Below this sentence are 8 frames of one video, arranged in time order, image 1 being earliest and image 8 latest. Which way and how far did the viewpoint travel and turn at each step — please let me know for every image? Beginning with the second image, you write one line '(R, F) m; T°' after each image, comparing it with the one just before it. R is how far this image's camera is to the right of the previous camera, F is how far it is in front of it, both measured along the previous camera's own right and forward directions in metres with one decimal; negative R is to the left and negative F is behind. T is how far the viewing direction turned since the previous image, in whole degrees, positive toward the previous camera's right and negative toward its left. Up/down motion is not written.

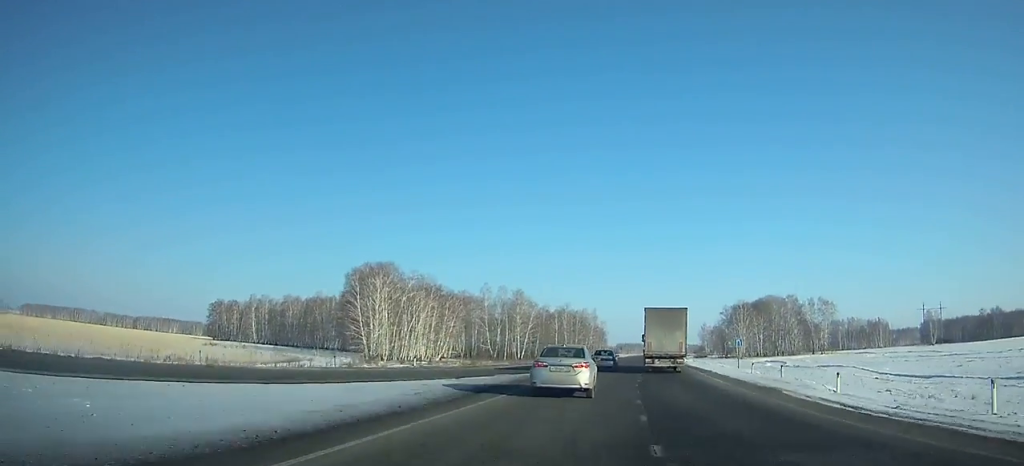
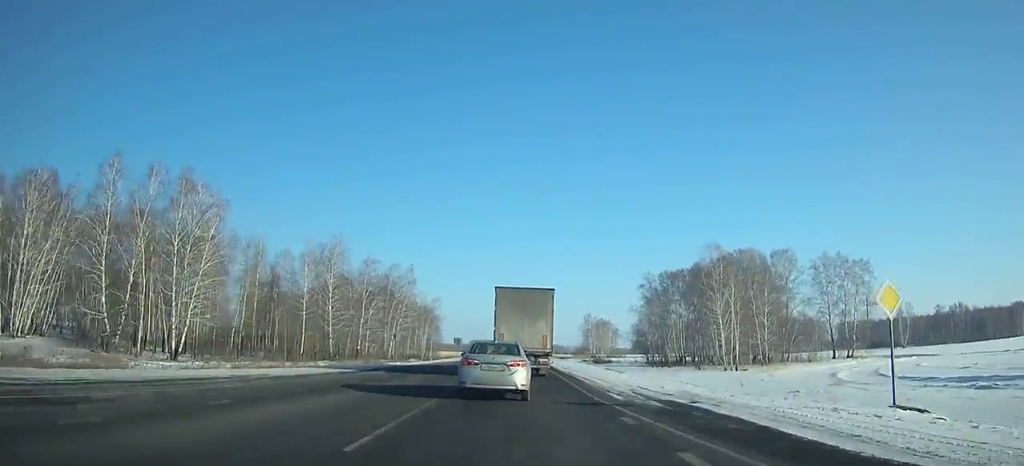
(+19.6, +95.3) m; +14°
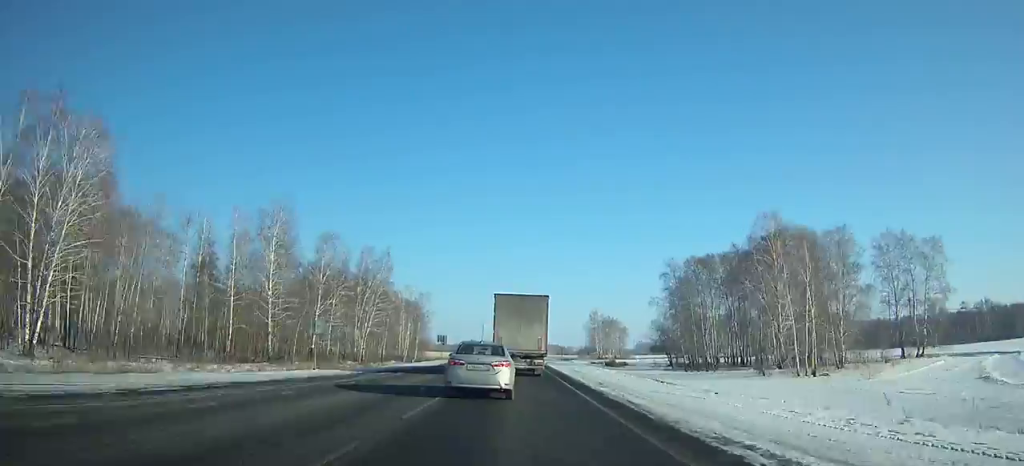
(0.0, +21.9) m; 0°
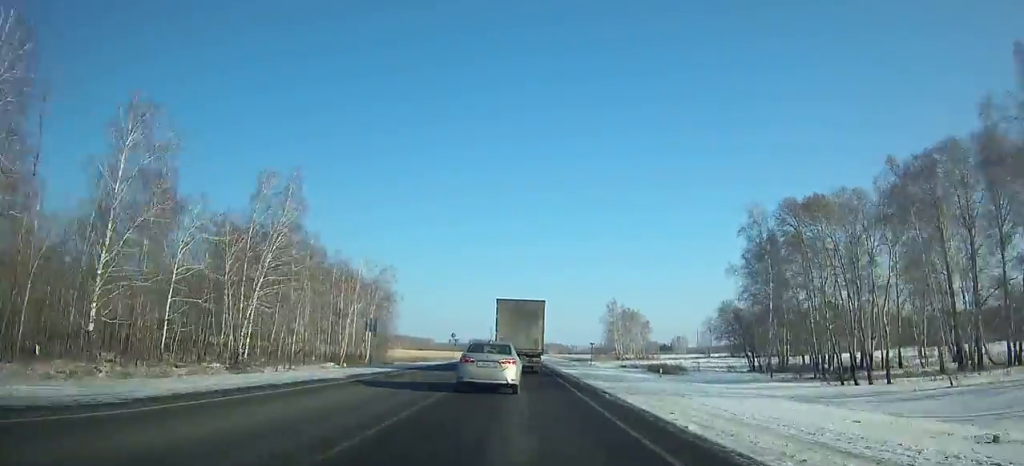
(-0.4, +40.5) m; 0°
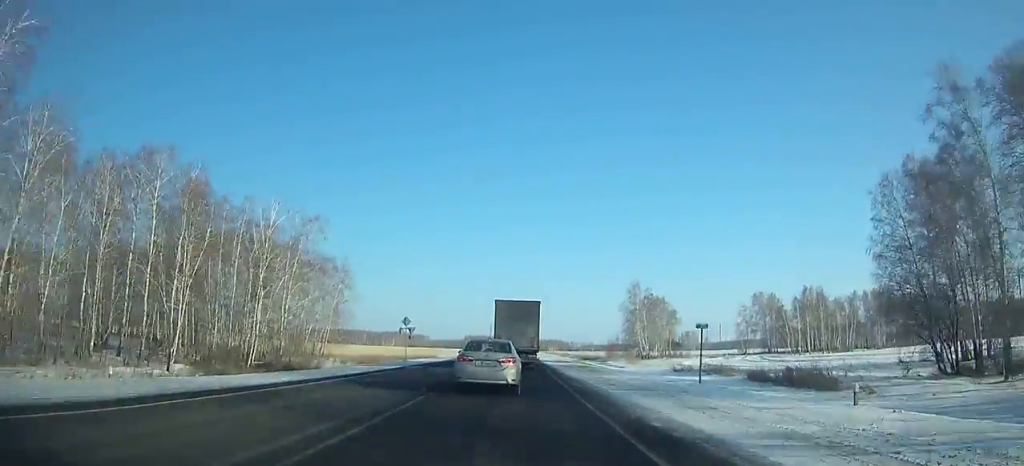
(+0.2, +36.2) m; 0°
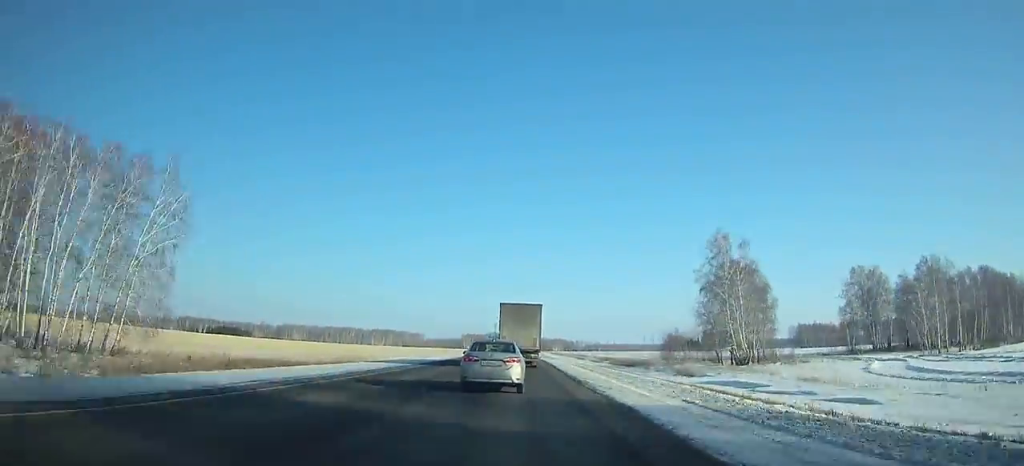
(-0.4, +59.8) m; 0°
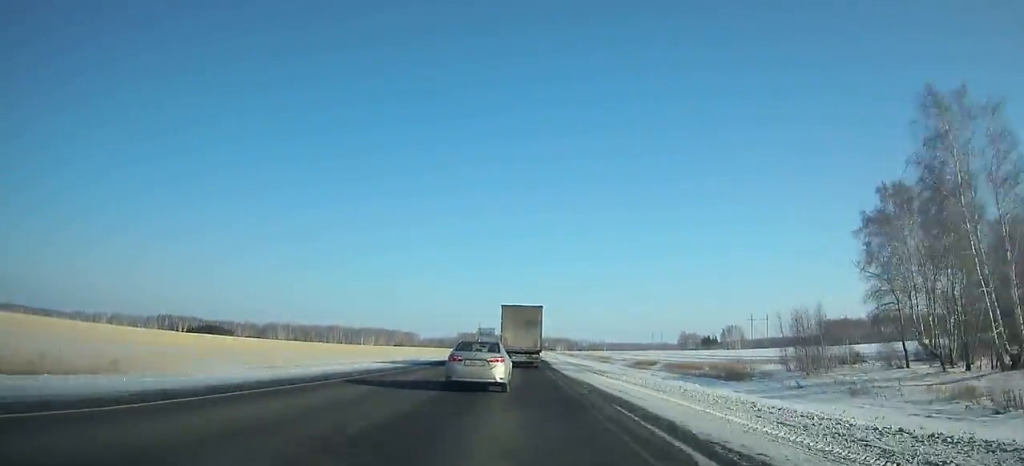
(+0.2, +47.0) m; 0°
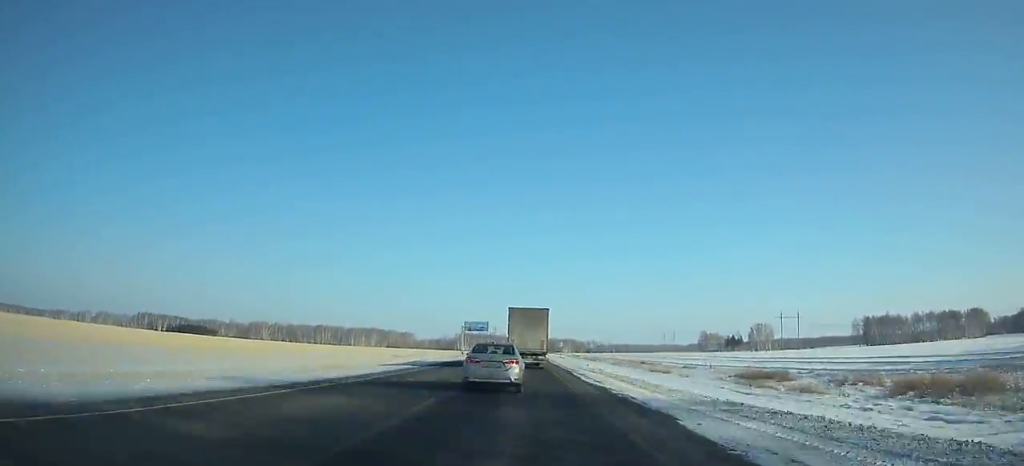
(-0.1, +49.0) m; 0°
